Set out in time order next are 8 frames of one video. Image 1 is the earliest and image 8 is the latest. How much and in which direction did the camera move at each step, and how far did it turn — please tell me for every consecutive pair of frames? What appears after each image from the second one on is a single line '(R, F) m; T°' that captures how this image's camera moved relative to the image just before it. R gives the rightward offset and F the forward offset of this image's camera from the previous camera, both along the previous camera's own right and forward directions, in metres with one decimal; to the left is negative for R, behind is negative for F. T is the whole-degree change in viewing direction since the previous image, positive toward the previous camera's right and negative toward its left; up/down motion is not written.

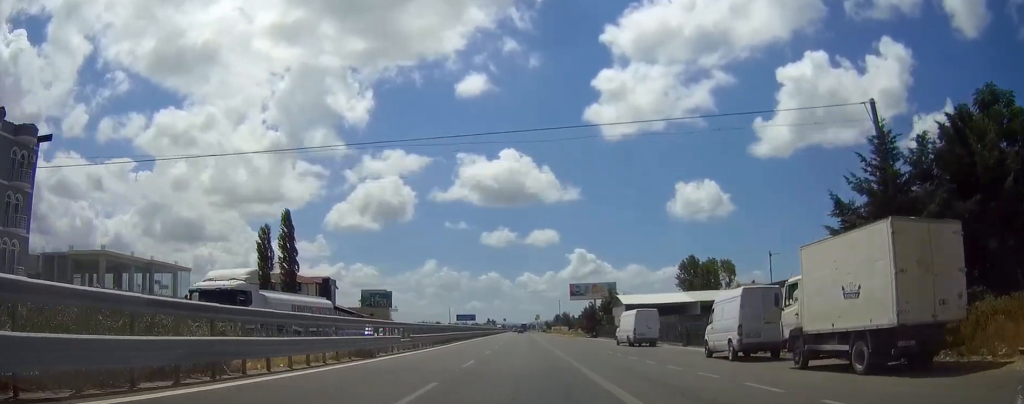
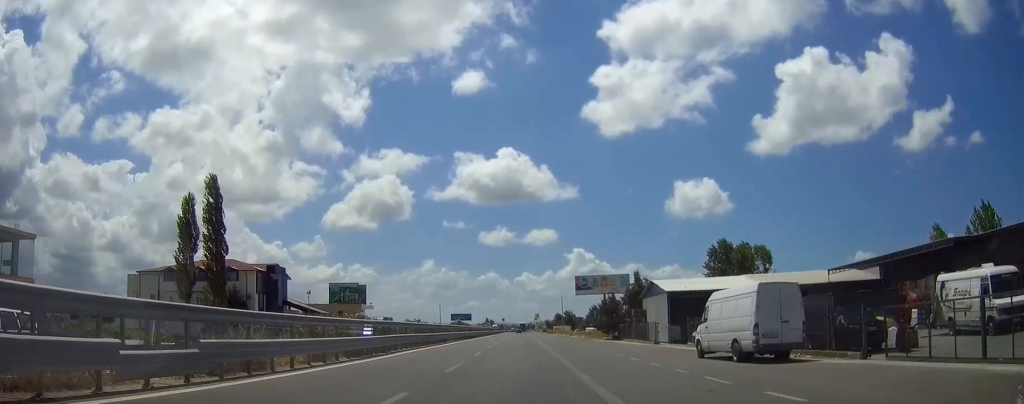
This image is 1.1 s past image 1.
(+0.1, +26.1) m; 0°
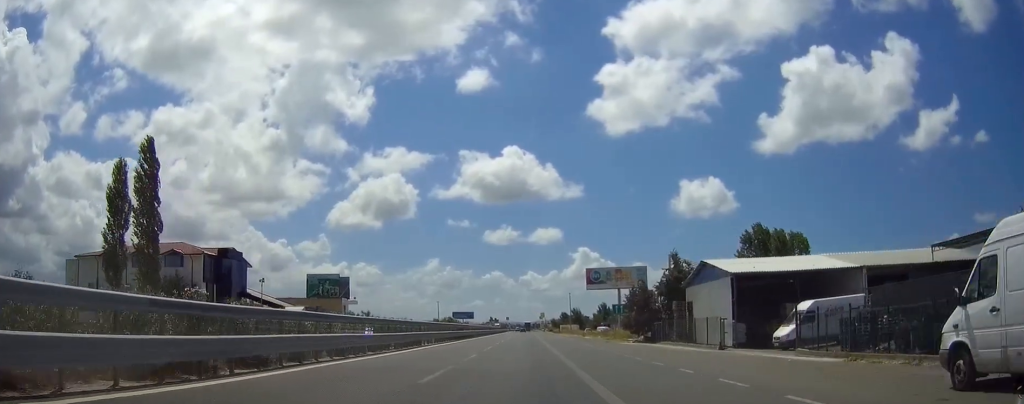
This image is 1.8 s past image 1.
(0.0, +17.3) m; 0°
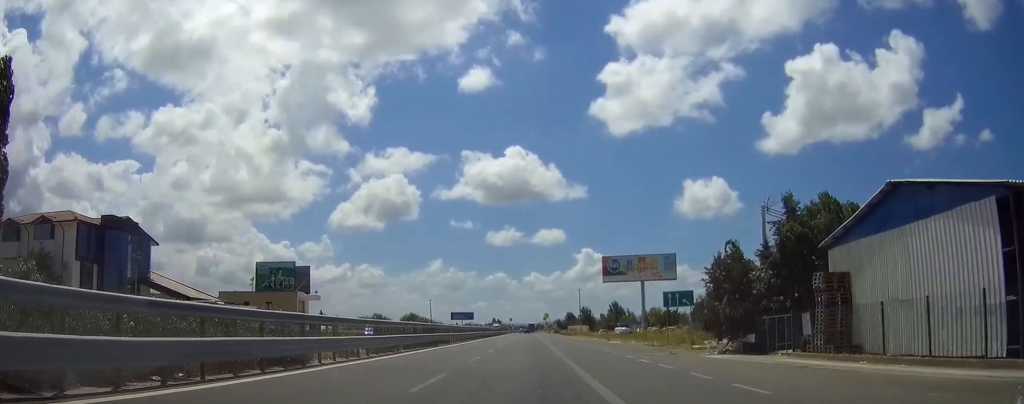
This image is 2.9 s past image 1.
(0.0, +25.2) m; 0°
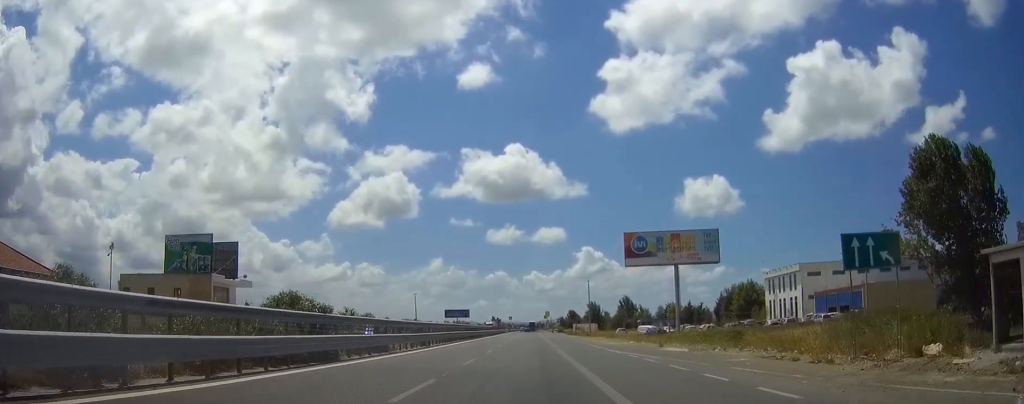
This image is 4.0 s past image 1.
(-0.1, +26.7) m; 0°
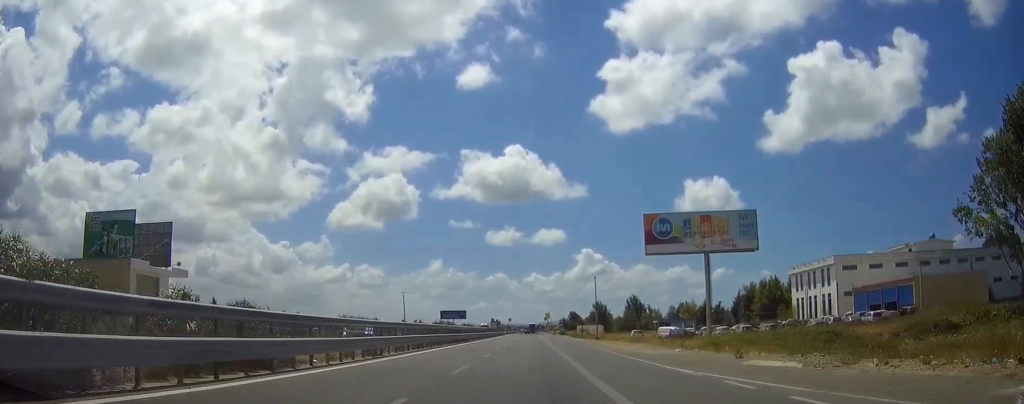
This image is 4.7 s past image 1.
(0.0, +15.7) m; 0°
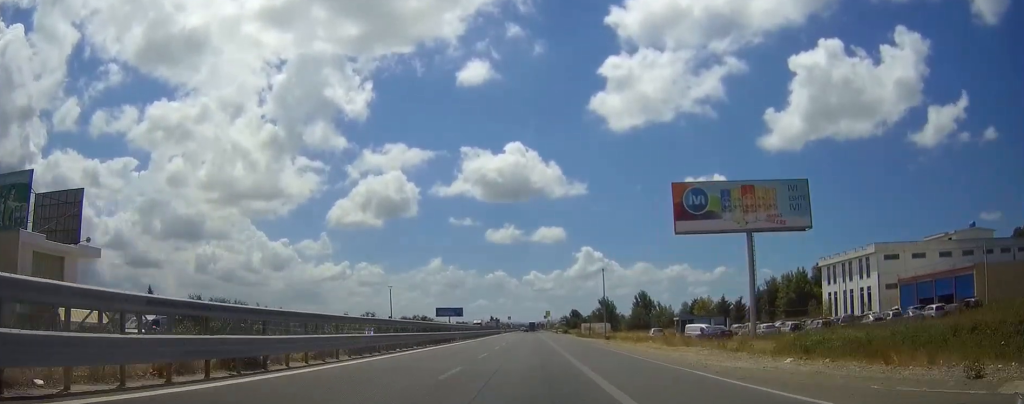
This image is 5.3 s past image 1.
(0.0, +14.9) m; 0°
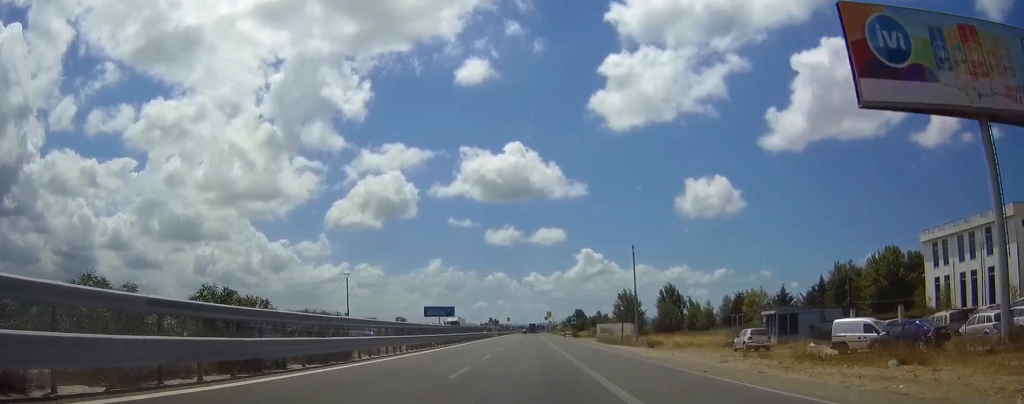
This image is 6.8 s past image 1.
(-0.2, +35.3) m; 0°
